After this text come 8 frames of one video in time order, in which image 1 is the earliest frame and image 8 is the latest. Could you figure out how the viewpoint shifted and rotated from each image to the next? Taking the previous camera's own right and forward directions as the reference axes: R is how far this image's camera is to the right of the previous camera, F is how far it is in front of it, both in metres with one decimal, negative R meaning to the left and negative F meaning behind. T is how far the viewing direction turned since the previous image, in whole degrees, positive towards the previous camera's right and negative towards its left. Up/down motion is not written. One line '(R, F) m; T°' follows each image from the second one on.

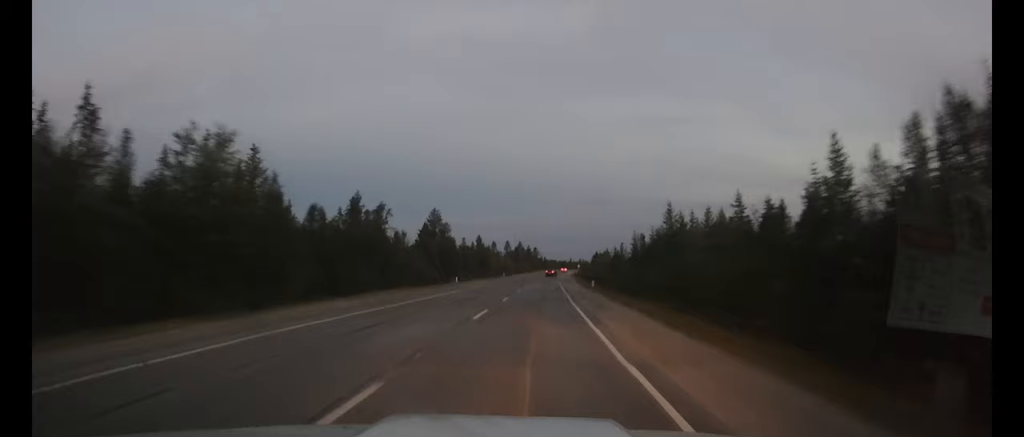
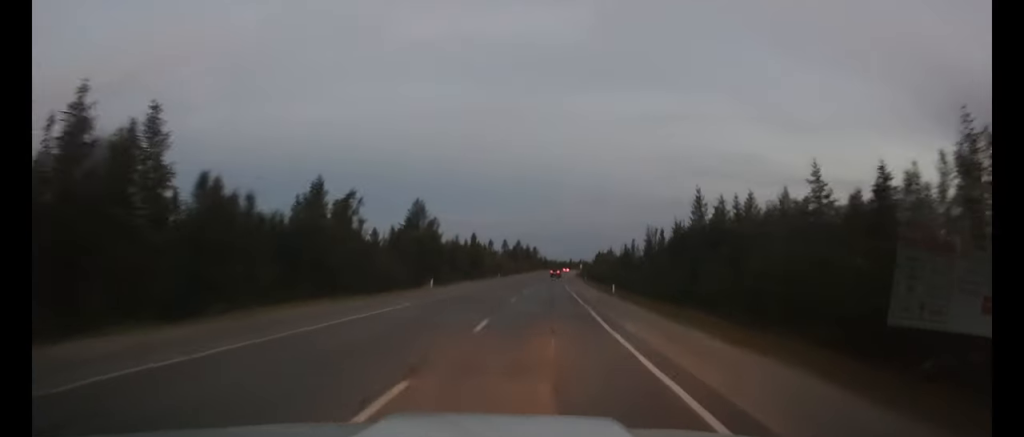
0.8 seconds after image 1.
(0.0, +13.9) m; 0°
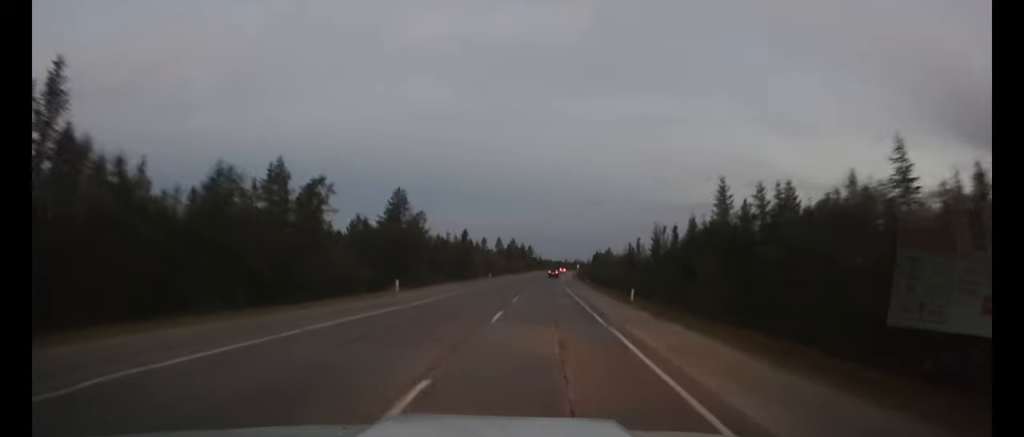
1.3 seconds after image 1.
(0.0, +9.5) m; 0°
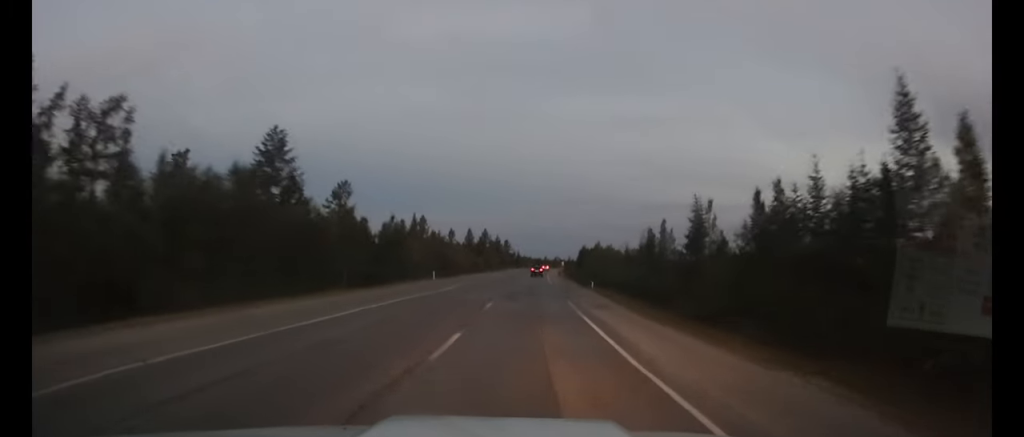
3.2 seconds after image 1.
(+0.5, +32.2) m; +2°
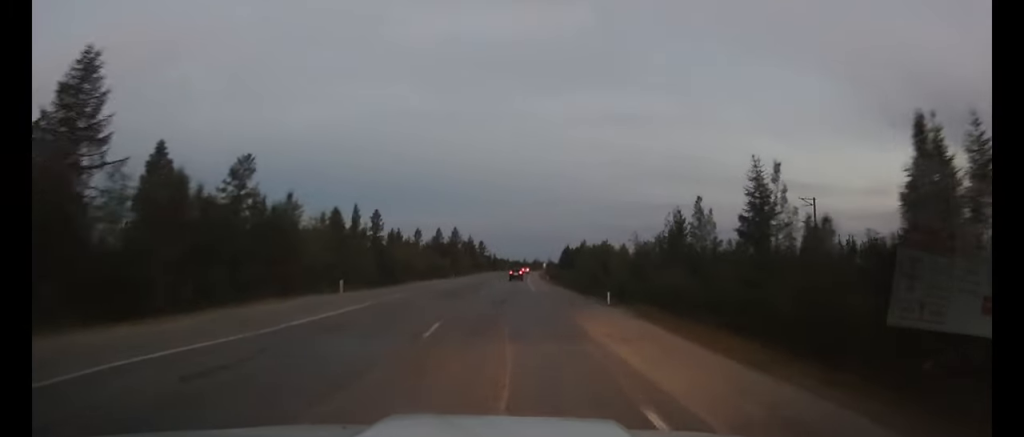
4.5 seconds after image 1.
(+0.2, +21.3) m; +1°
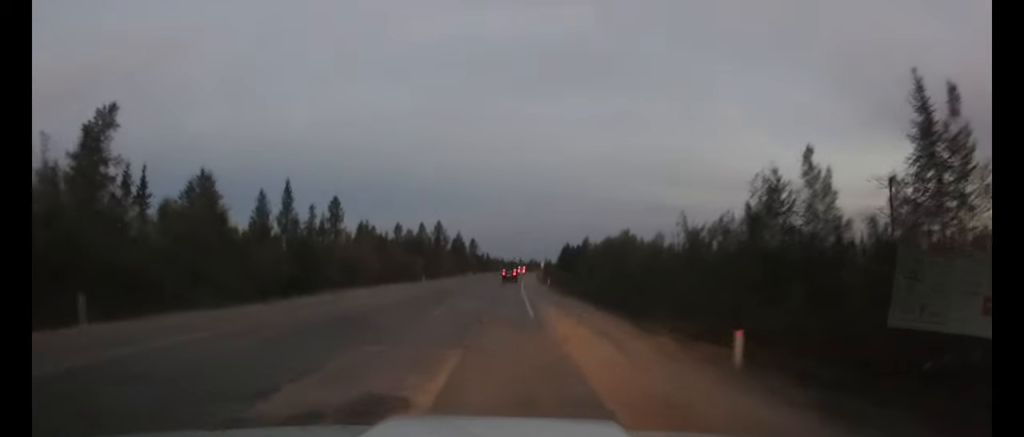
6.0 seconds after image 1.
(+0.3, +20.5) m; +1°
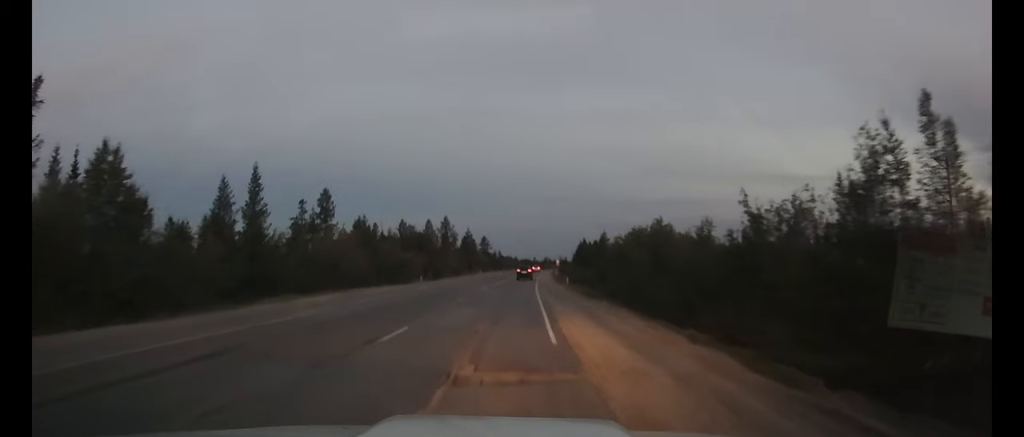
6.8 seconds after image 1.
(0.0, +10.3) m; 0°
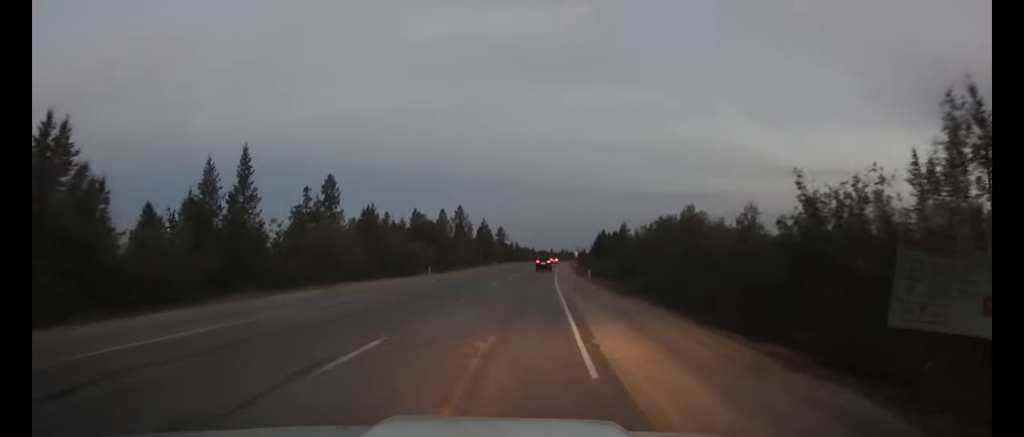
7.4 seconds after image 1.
(0.0, +5.2) m; -1°
